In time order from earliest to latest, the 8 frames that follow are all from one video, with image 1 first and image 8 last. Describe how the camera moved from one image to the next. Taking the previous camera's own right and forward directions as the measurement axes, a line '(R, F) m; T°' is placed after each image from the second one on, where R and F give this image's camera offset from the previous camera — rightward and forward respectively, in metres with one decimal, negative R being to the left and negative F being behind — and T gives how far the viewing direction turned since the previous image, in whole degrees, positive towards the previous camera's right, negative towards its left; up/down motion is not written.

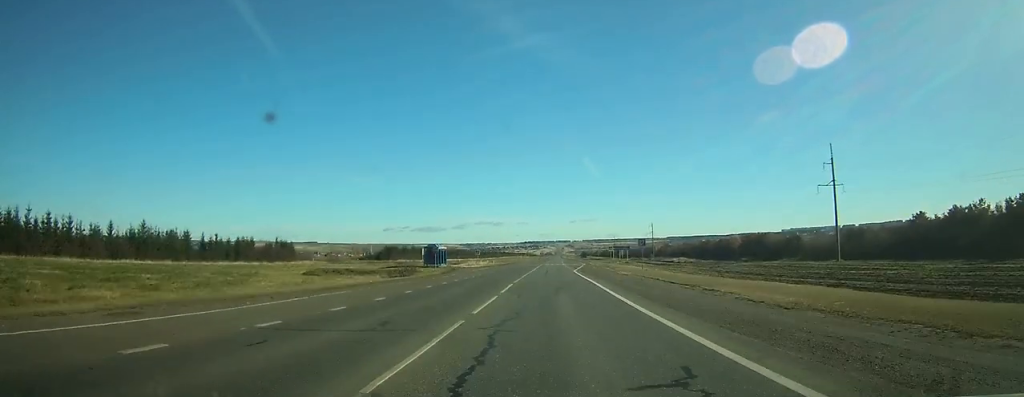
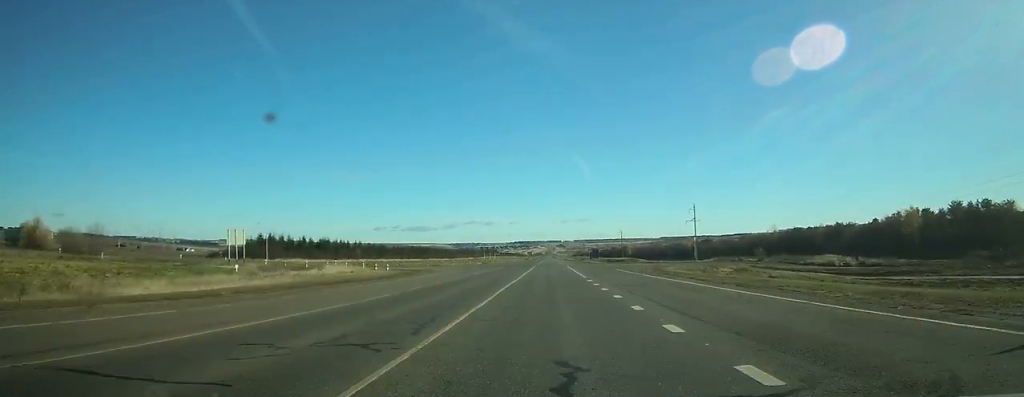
(+0.2, +107.9) m; 0°
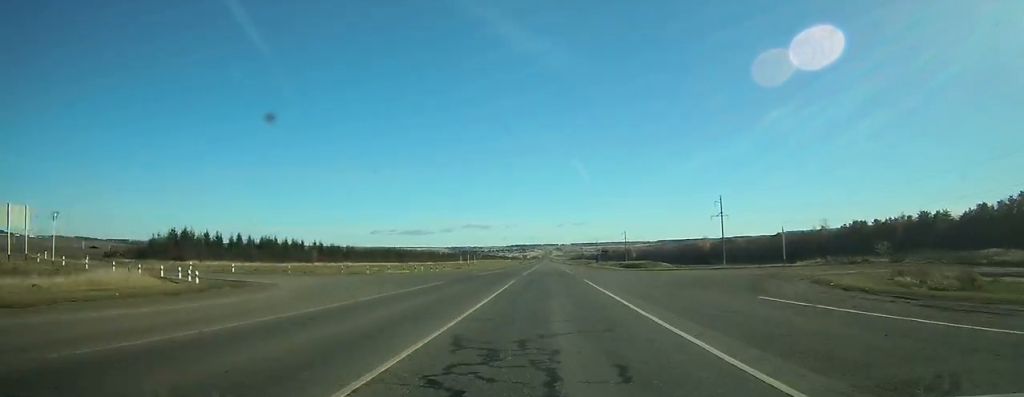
(+0.2, +37.8) m; 0°
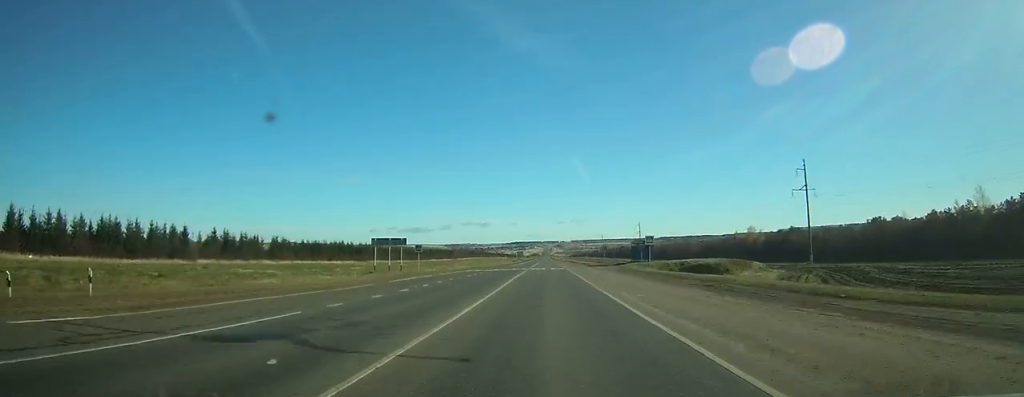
(+0.2, +62.1) m; 0°
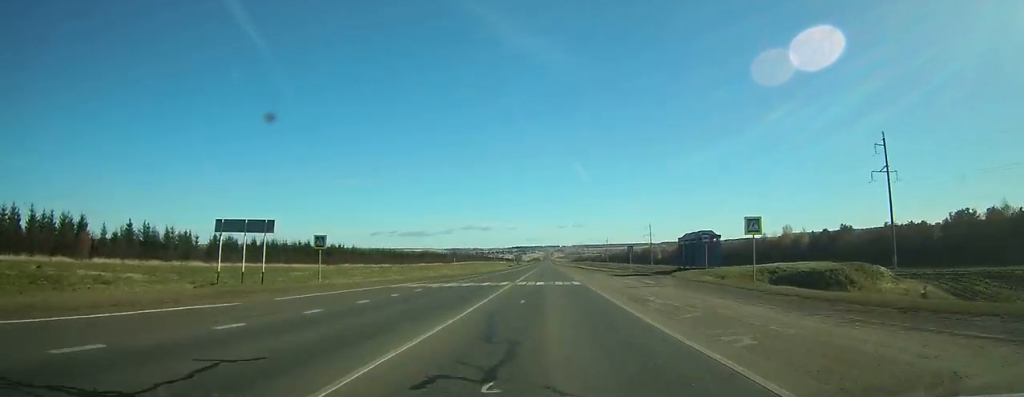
(0.0, +32.2) m; 0°
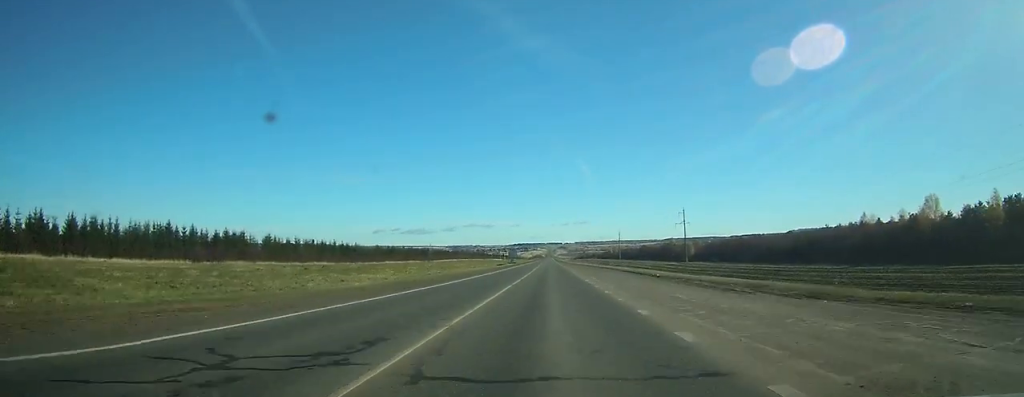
(0.0, +76.1) m; 0°
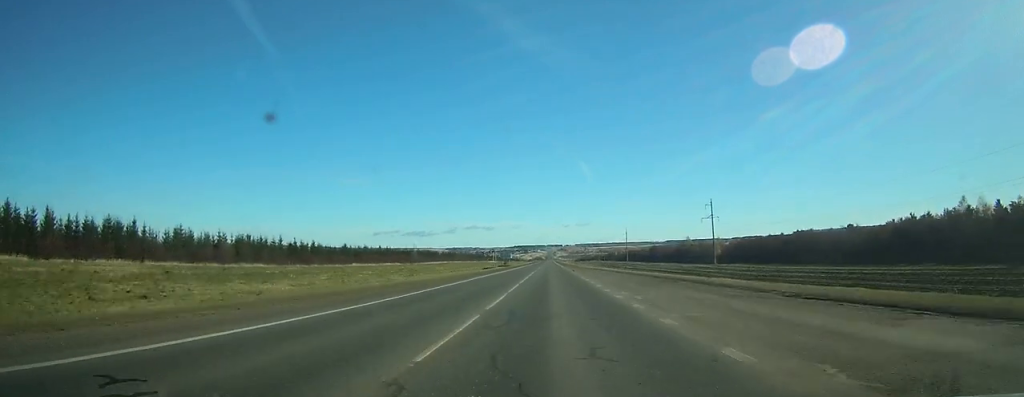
(0.0, +43.5) m; 0°
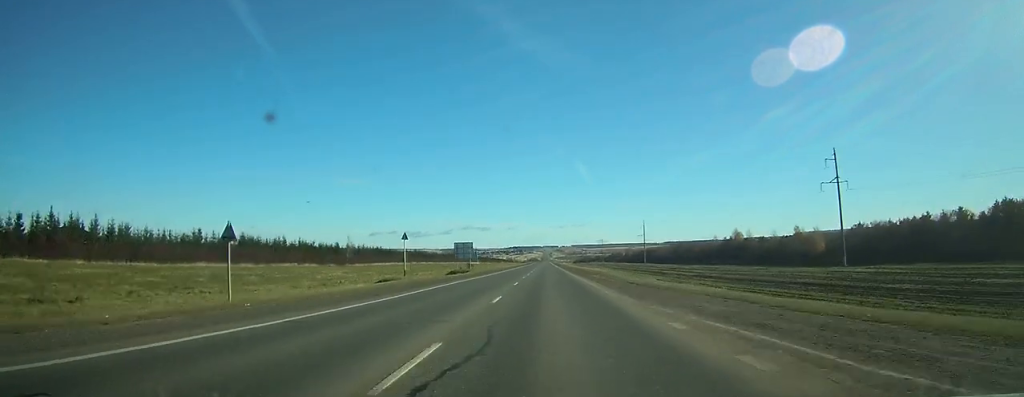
(+0.3, +90.3) m; 0°
